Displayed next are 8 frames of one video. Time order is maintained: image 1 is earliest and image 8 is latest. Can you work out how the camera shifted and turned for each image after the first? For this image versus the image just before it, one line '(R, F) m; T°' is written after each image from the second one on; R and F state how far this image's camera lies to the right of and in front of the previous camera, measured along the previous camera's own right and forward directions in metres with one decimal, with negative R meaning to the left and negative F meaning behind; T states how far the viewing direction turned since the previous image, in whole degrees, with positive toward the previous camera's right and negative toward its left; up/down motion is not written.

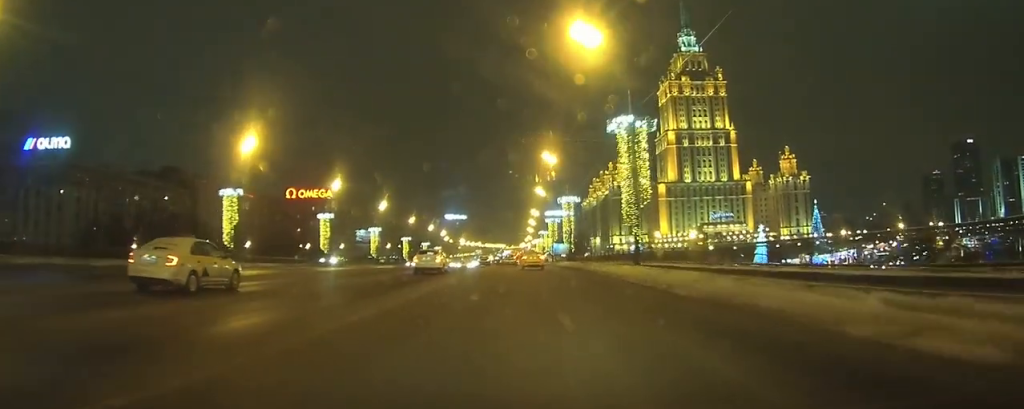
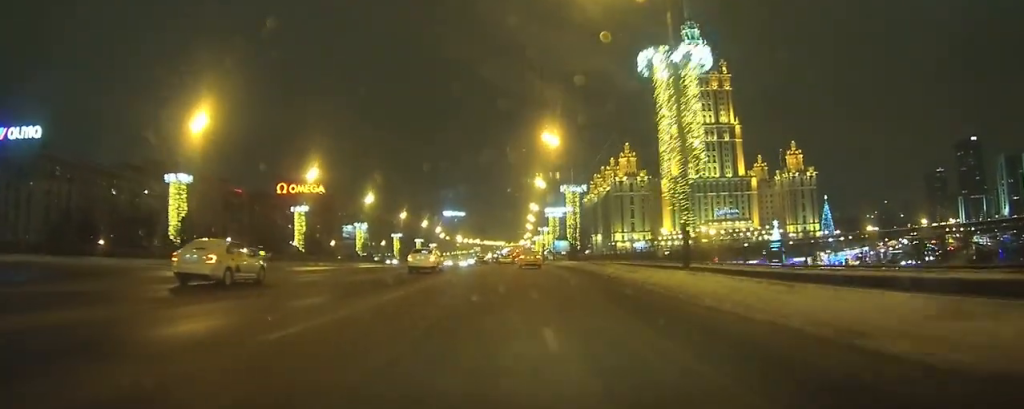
(0.0, +8.6) m; 0°
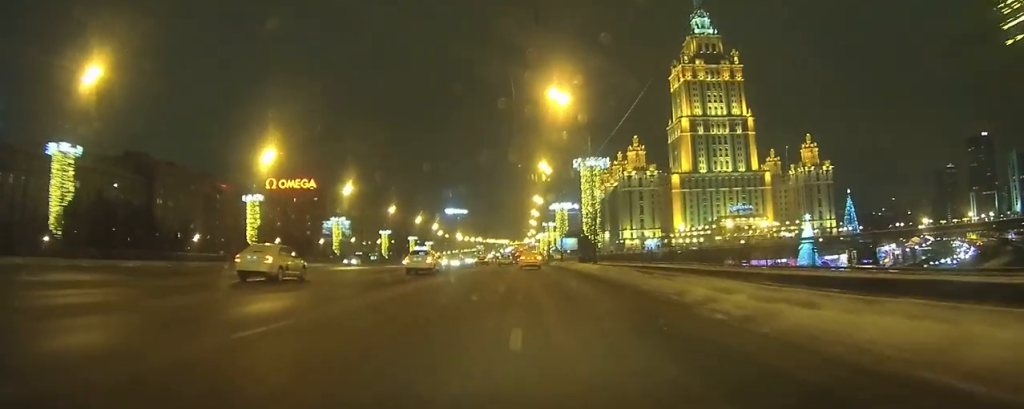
(-0.1, +14.5) m; 0°
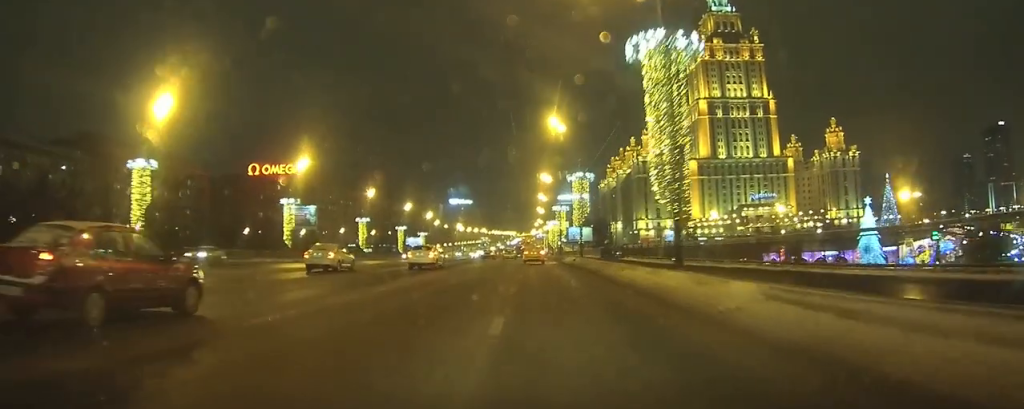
(-0.1, +22.5) m; 0°
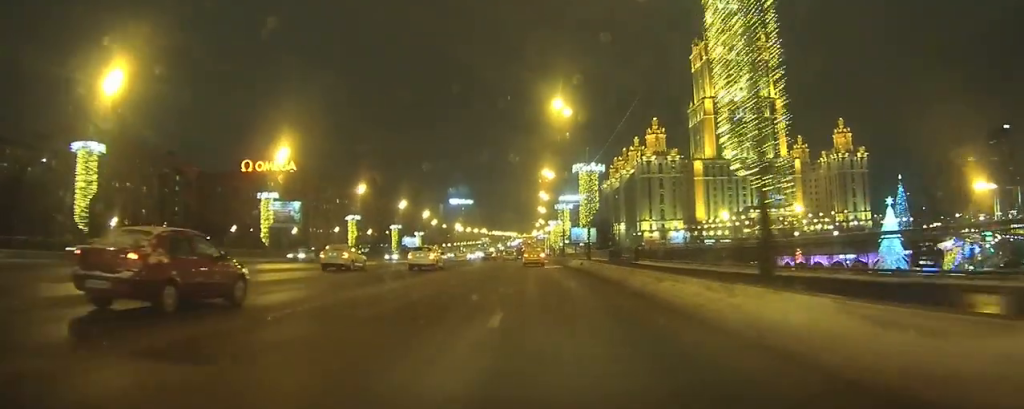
(0.0, +7.2) m; 0°
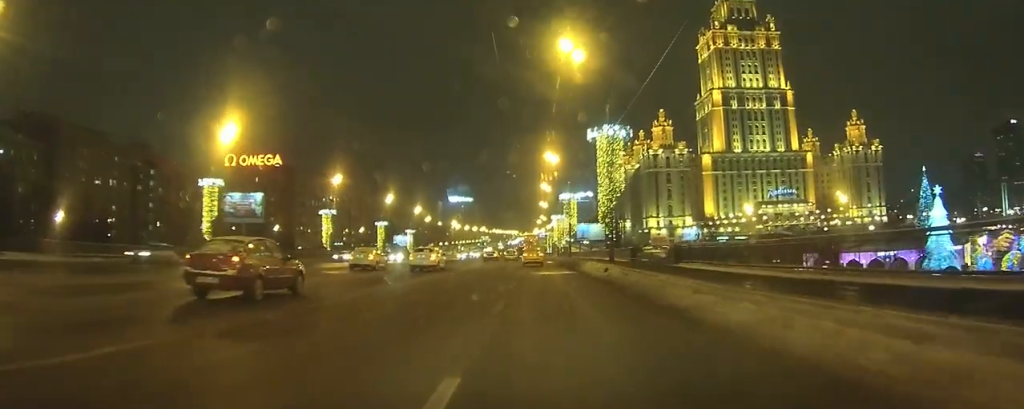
(+0.1, +13.9) m; 0°
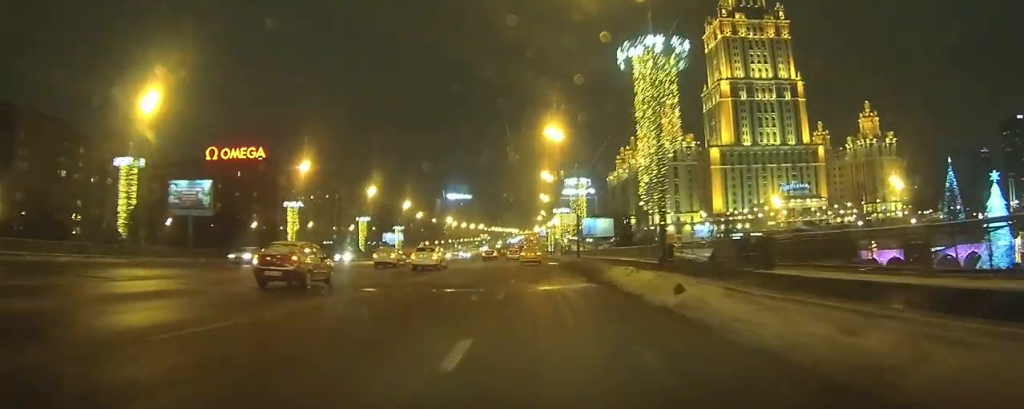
(+0.1, +13.9) m; 0°
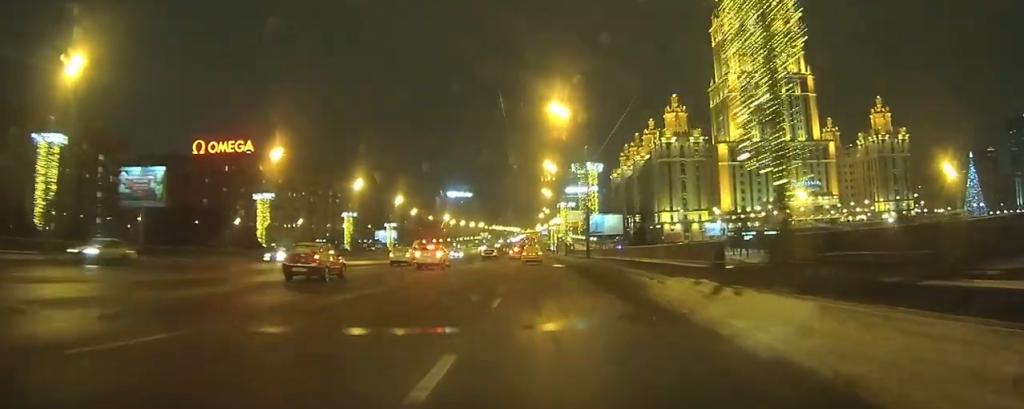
(0.0, +10.2) m; 0°
